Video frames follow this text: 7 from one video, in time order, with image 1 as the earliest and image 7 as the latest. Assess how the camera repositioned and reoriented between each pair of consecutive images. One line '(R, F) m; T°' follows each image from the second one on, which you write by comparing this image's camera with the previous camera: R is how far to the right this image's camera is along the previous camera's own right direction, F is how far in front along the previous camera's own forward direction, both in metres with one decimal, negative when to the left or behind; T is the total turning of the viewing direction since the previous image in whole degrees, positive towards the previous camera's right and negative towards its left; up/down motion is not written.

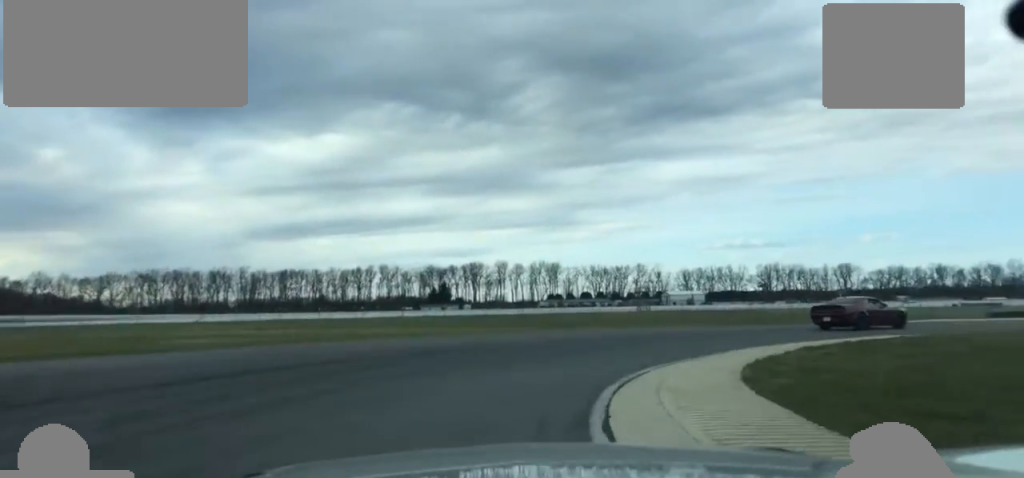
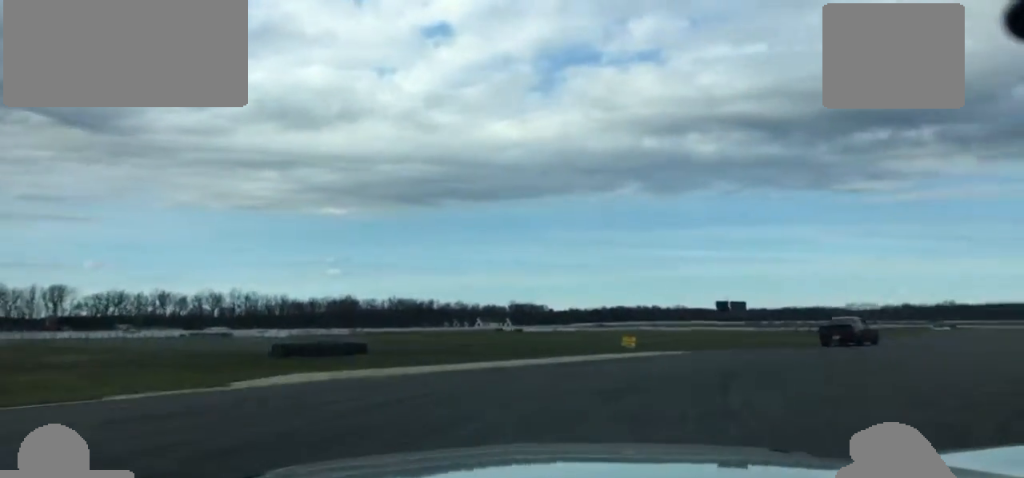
(+9.8, +39.1) m; +62°
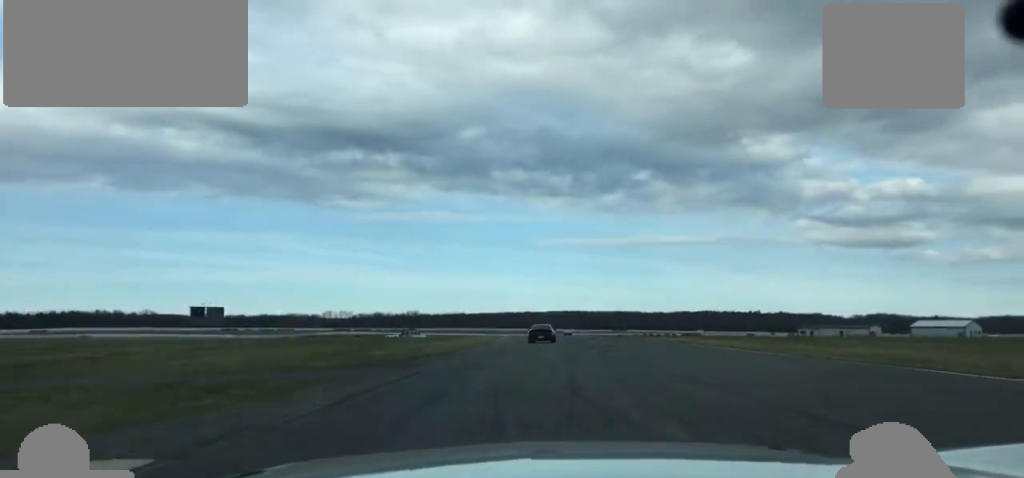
(+18.2, +34.2) m; +26°
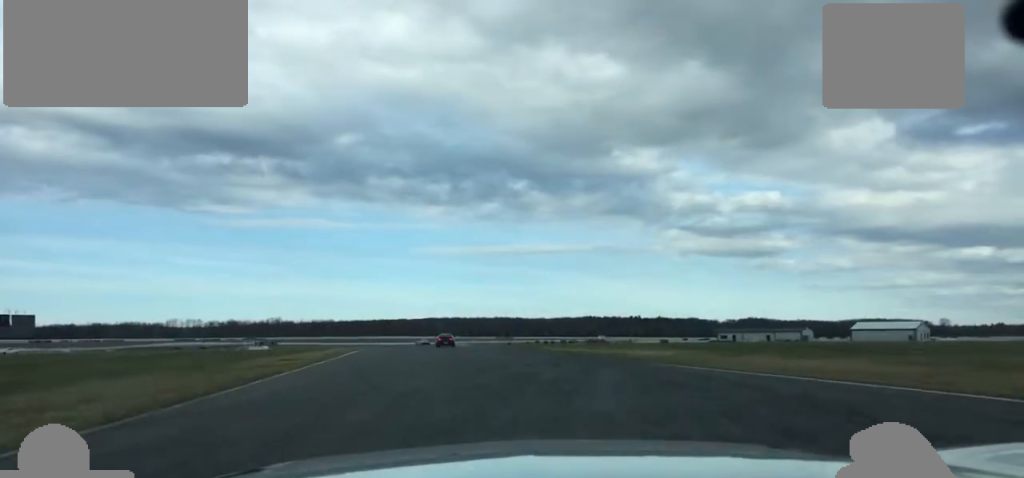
(+3.4, +55.5) m; +7°
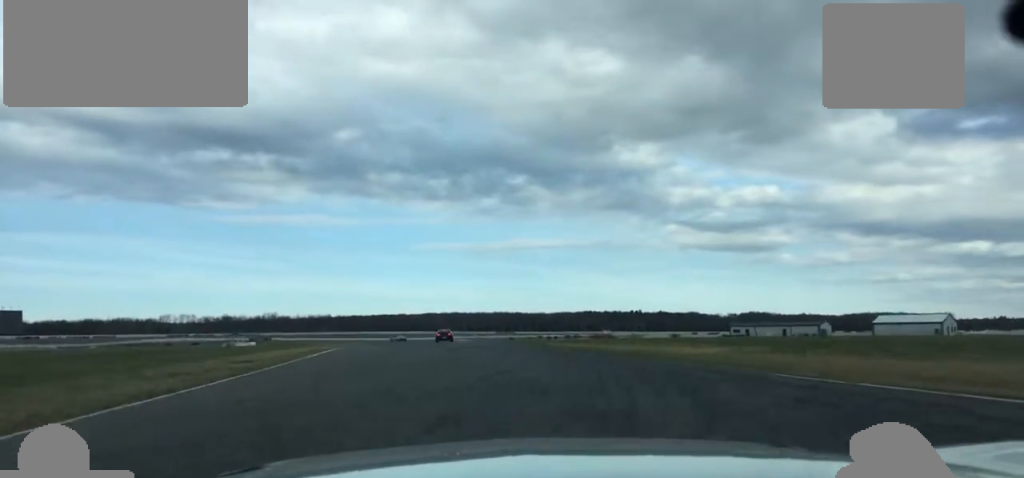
(+0.3, +12.3) m; 0°
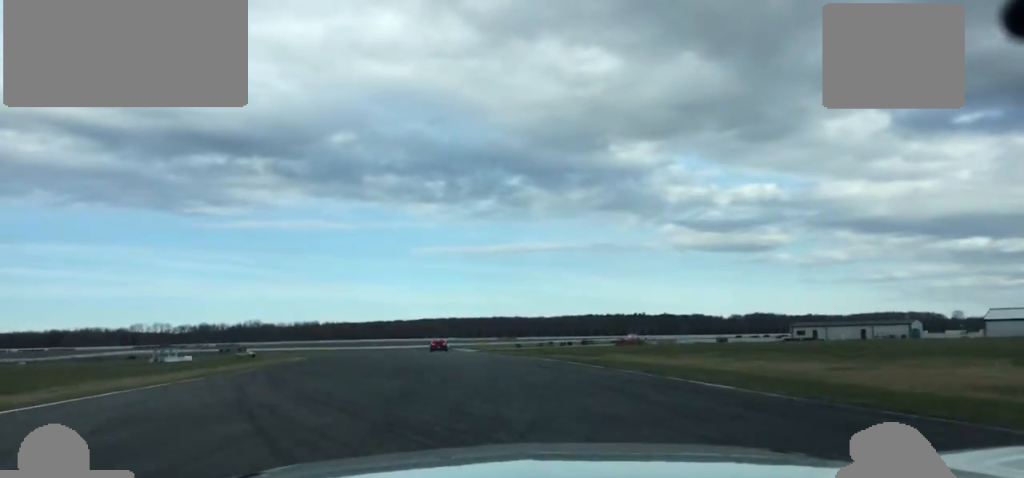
(-0.8, +44.4) m; -1°
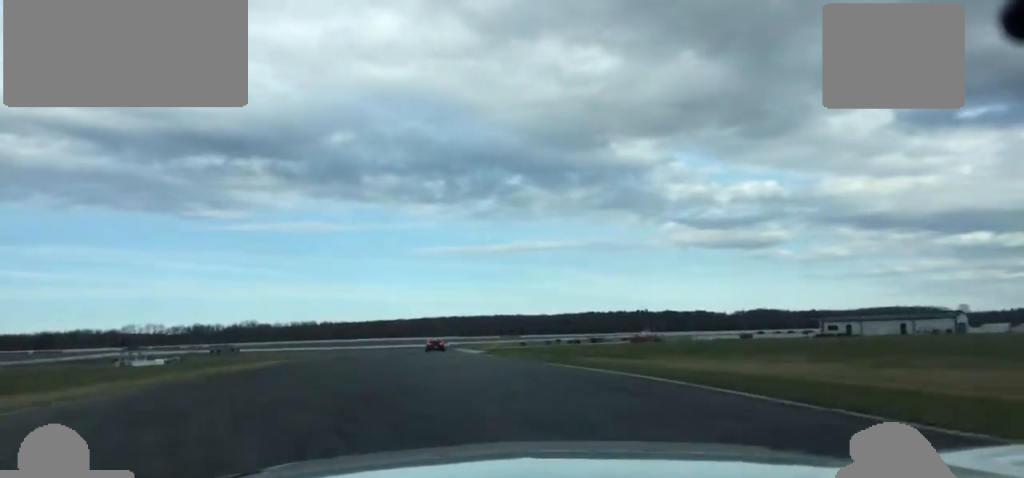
(-0.2, +14.9) m; 0°
